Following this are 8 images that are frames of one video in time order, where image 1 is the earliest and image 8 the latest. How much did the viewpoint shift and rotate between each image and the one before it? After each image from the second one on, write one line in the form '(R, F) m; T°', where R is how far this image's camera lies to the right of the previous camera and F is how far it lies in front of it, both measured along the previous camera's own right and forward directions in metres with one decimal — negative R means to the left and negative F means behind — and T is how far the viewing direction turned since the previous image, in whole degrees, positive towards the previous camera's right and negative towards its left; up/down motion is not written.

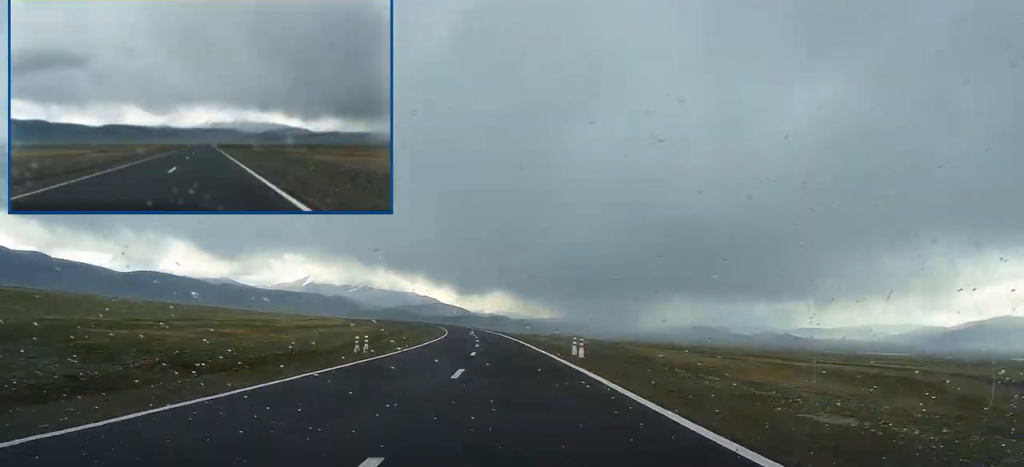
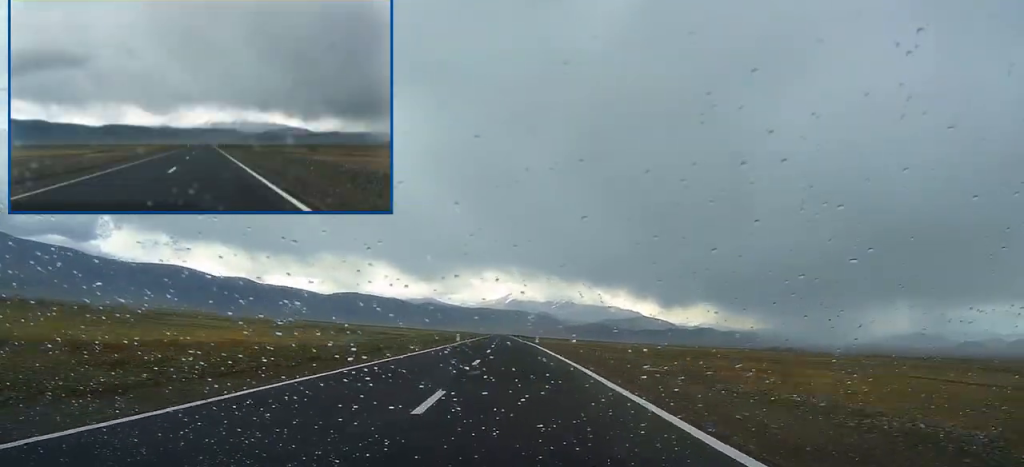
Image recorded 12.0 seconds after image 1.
(-35.0, +299.6) m; -10°
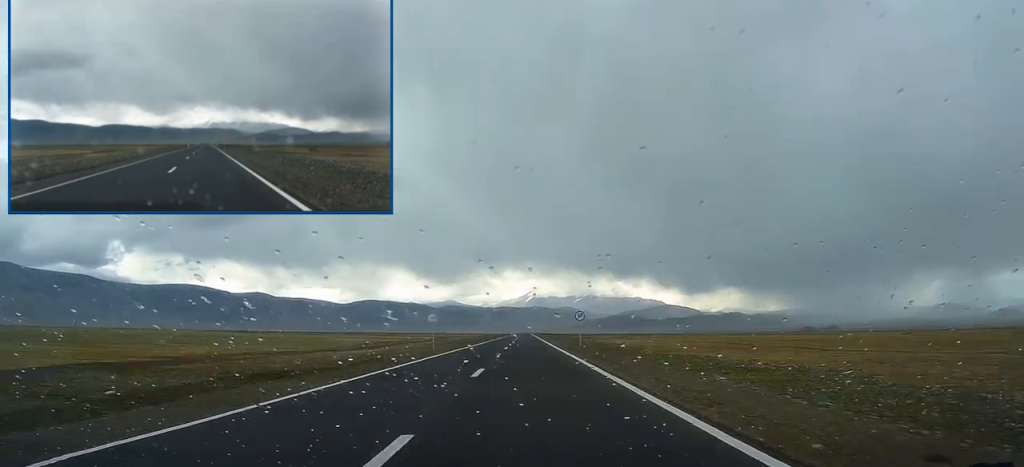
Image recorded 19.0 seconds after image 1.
(-5.6, +172.4) m; -2°
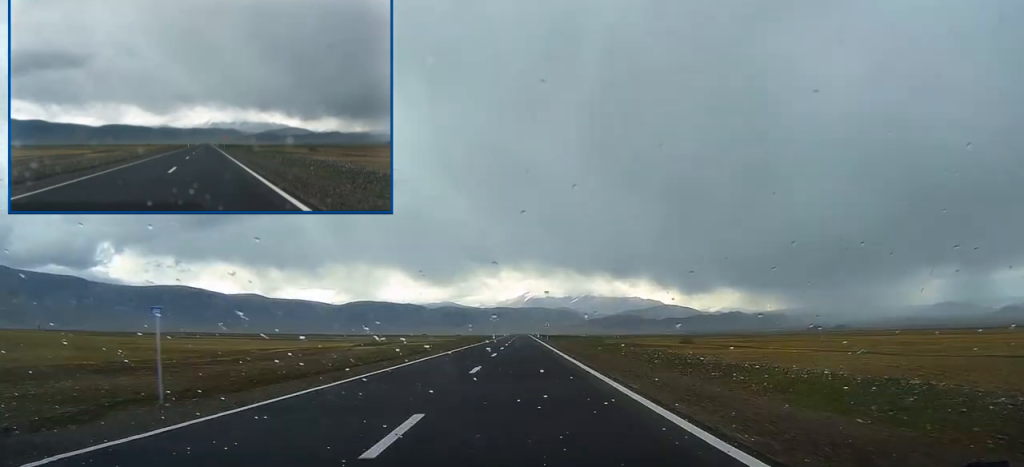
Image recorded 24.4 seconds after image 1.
(-0.8, +130.1) m; 0°
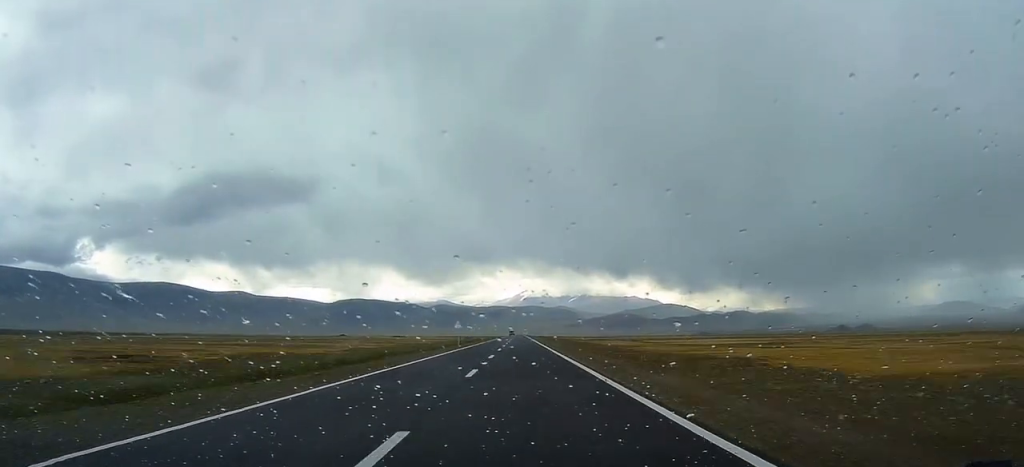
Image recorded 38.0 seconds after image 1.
(-0.4, +335.2) m; 0°
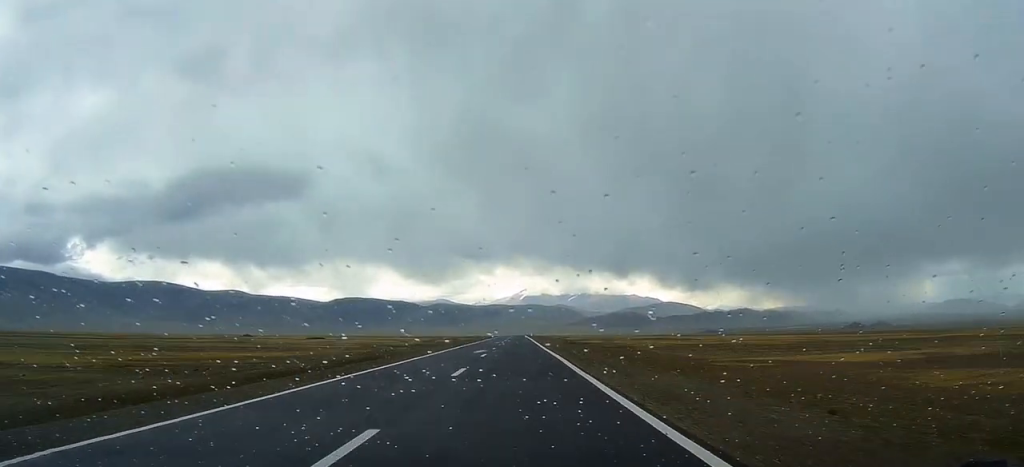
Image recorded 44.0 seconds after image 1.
(-0.2, +149.2) m; 0°
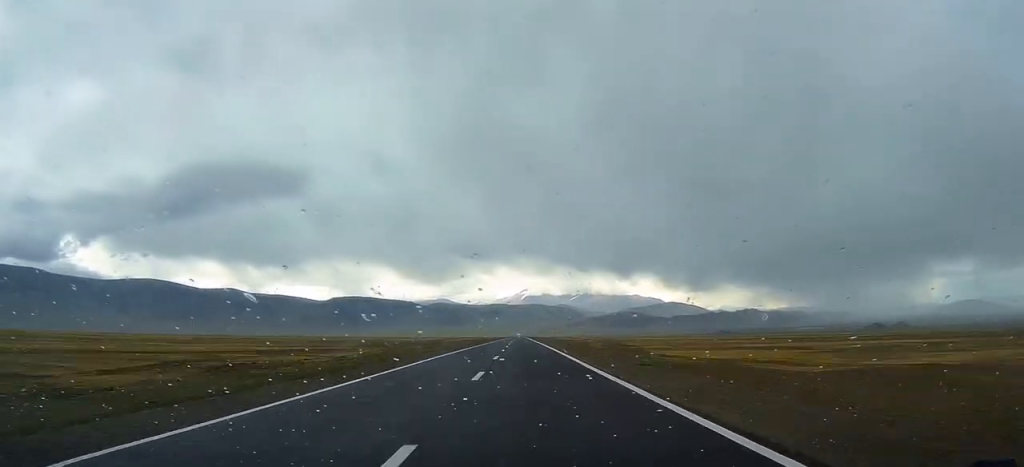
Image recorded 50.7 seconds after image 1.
(+0.2, +173.6) m; 0°
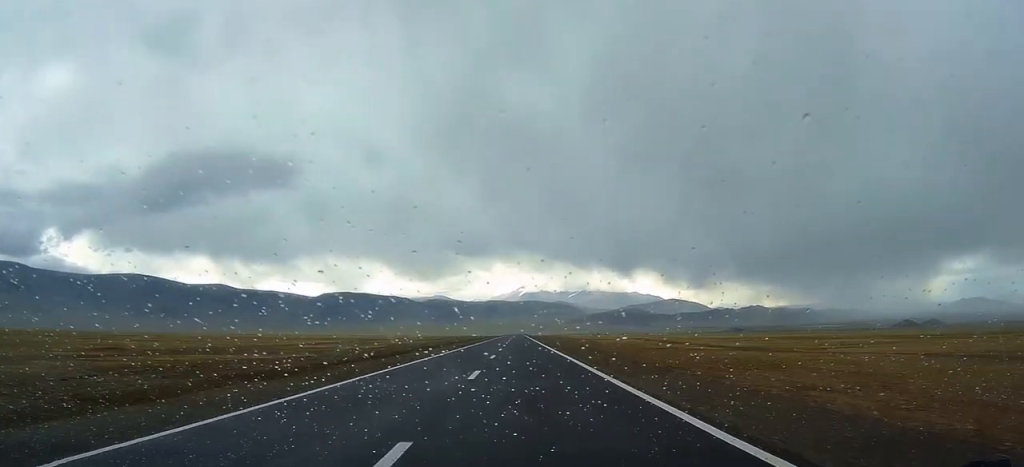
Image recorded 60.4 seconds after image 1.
(+0.2, +261.5) m; 0°
